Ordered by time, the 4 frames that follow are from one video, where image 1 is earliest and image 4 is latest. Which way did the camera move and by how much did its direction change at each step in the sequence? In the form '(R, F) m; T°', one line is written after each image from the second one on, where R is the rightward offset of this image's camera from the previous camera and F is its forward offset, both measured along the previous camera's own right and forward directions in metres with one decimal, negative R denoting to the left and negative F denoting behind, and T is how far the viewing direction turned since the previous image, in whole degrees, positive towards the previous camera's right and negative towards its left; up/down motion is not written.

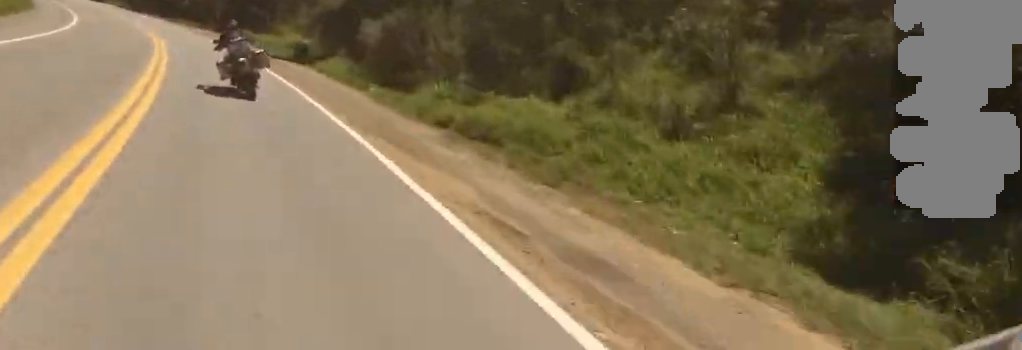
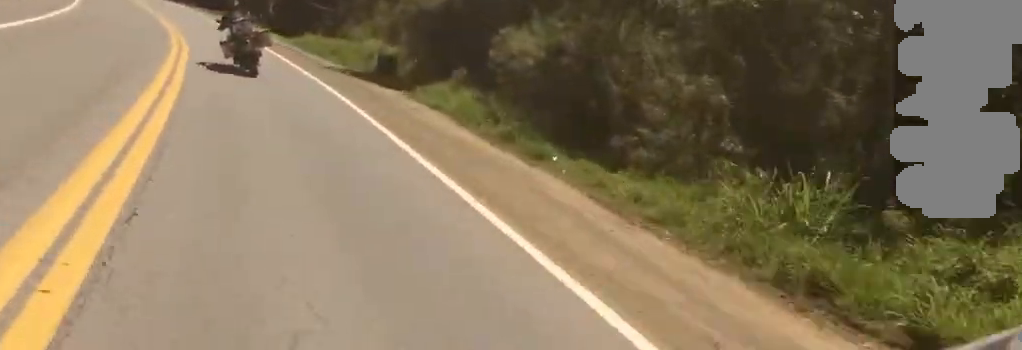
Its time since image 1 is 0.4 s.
(-0.4, +12.6) m; -4°
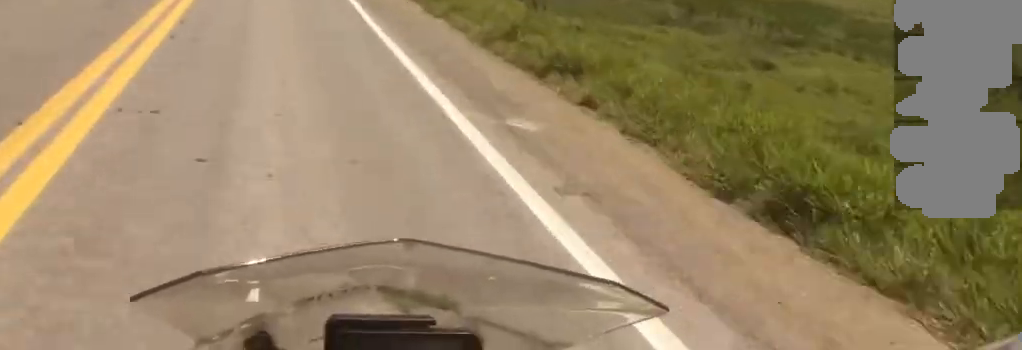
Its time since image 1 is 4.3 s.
(-29.7, +119.1) m; -26°
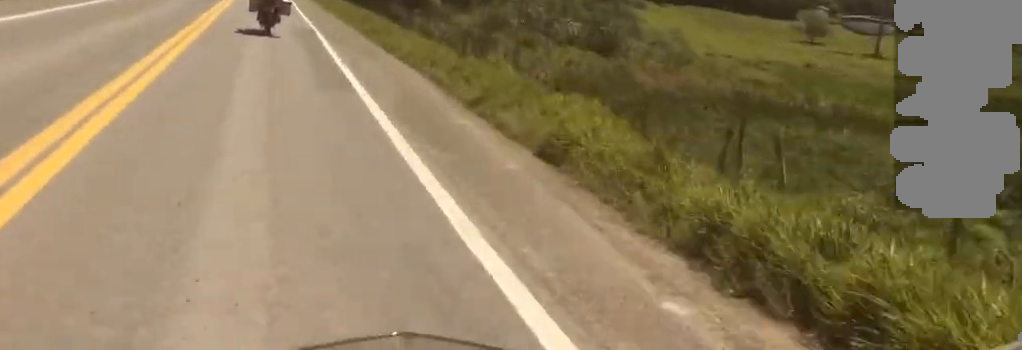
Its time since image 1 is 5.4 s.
(-1.7, +36.0) m; -4°
